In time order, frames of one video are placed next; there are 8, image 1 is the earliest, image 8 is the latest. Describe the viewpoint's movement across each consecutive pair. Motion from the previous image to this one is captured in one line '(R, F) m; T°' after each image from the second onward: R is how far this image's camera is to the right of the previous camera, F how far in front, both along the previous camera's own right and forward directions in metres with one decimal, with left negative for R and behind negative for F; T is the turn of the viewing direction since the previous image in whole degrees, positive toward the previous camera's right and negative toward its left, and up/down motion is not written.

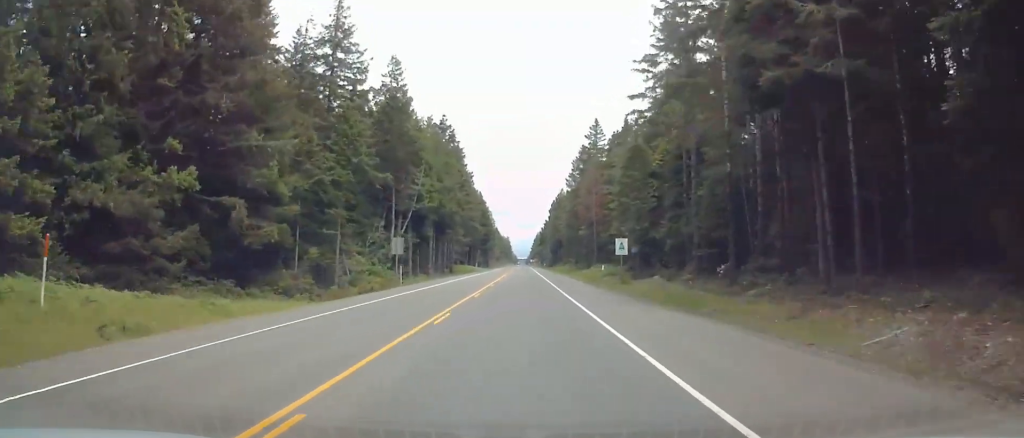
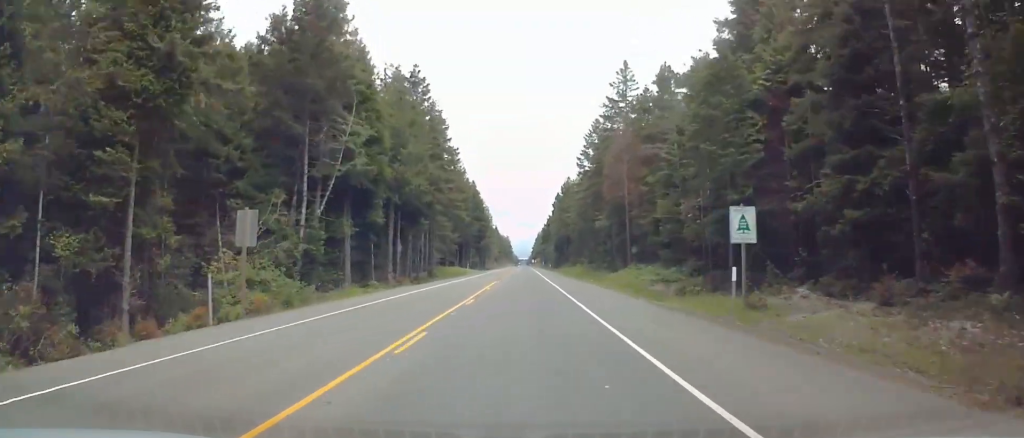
(0.0, +29.2) m; 0°
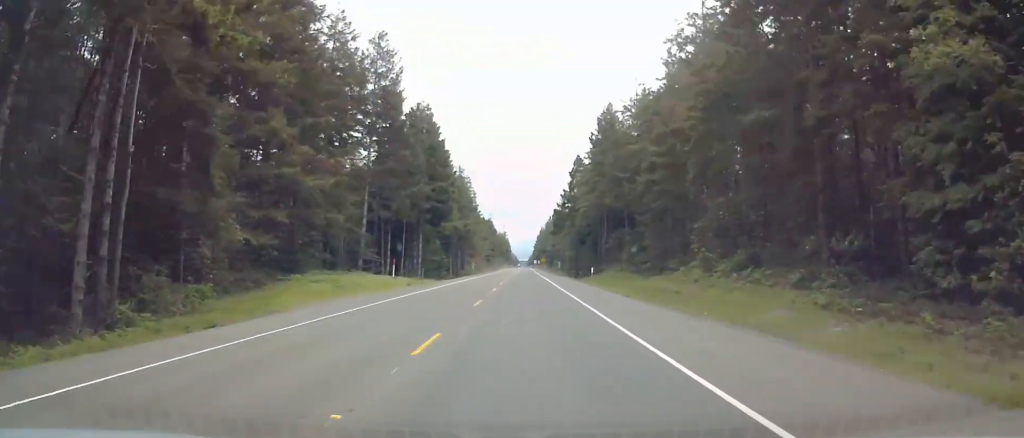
(-0.3, +85.5) m; 0°
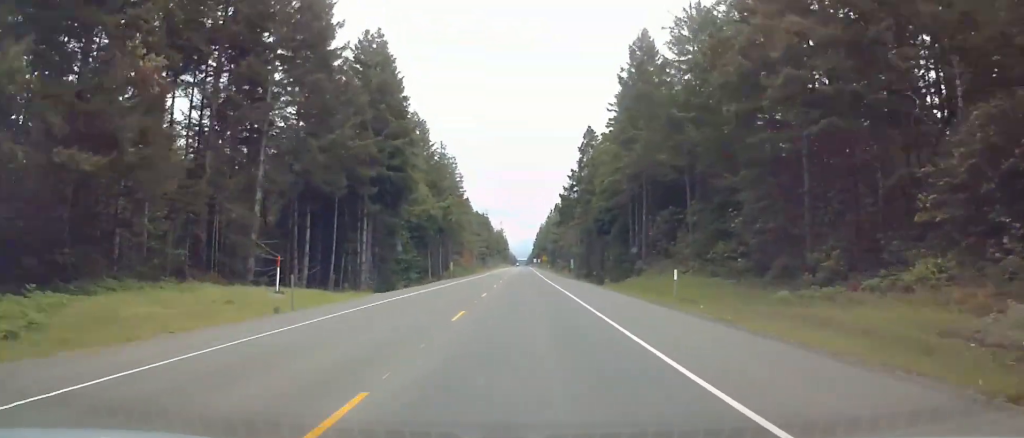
(+0.1, +30.6) m; 0°
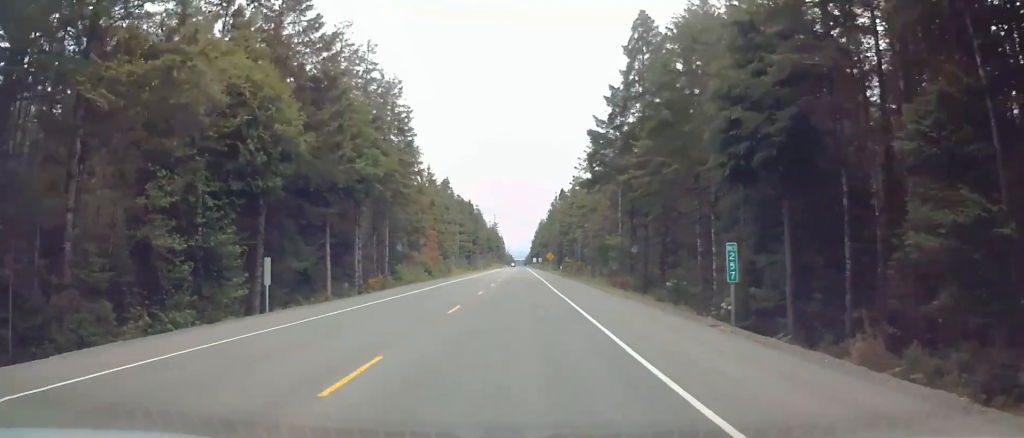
(+0.1, +57.9) m; 0°
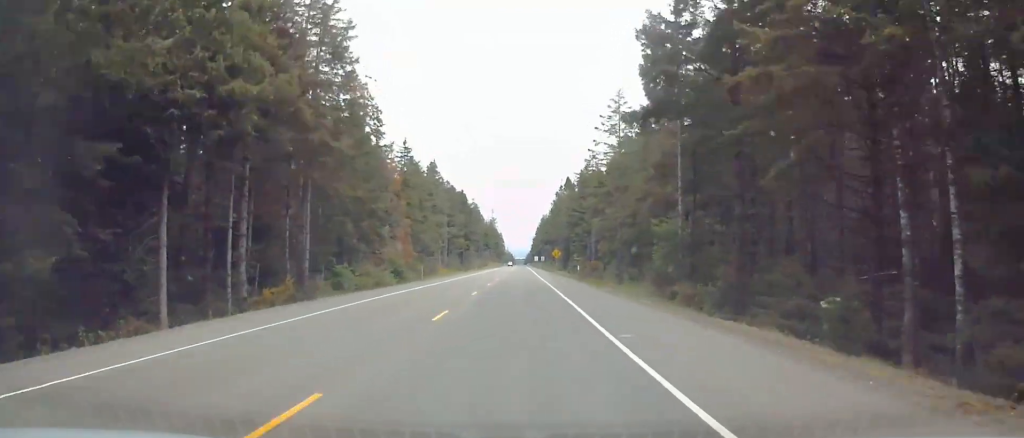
(0.0, +27.4) m; 0°
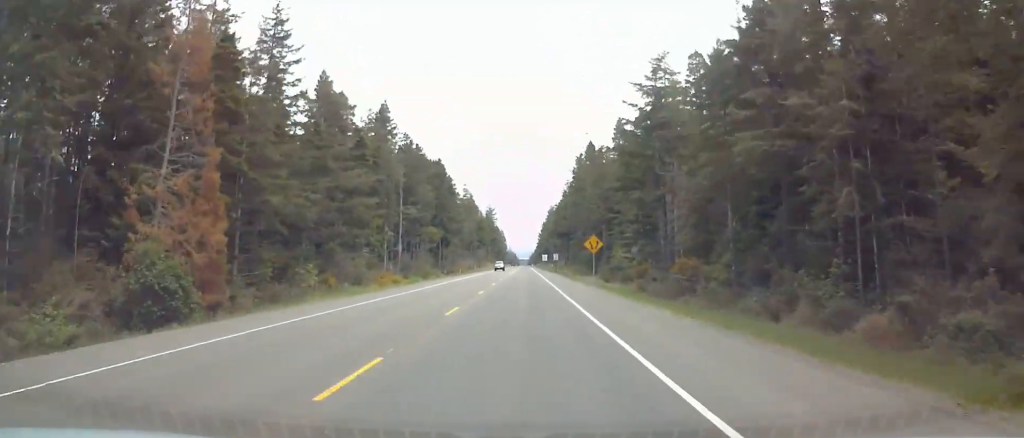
(0.0, +58.2) m; 0°
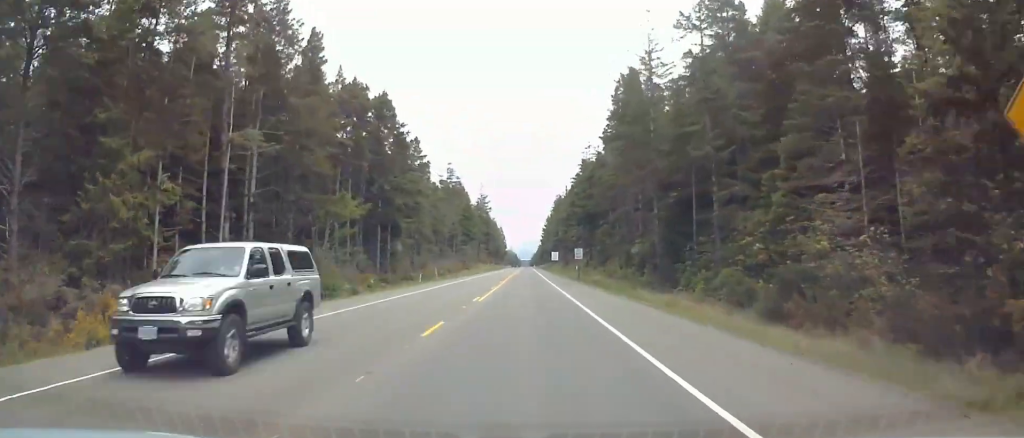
(0.0, +53.5) m; 0°
